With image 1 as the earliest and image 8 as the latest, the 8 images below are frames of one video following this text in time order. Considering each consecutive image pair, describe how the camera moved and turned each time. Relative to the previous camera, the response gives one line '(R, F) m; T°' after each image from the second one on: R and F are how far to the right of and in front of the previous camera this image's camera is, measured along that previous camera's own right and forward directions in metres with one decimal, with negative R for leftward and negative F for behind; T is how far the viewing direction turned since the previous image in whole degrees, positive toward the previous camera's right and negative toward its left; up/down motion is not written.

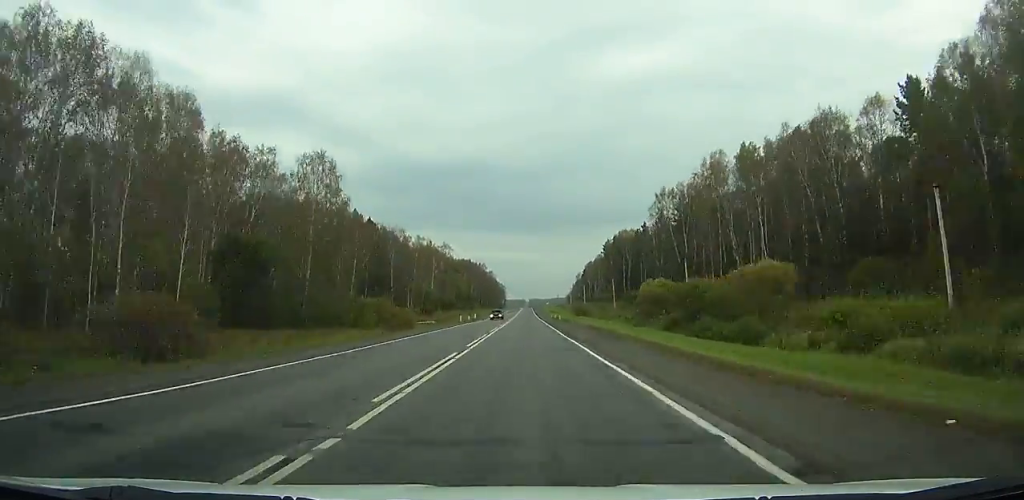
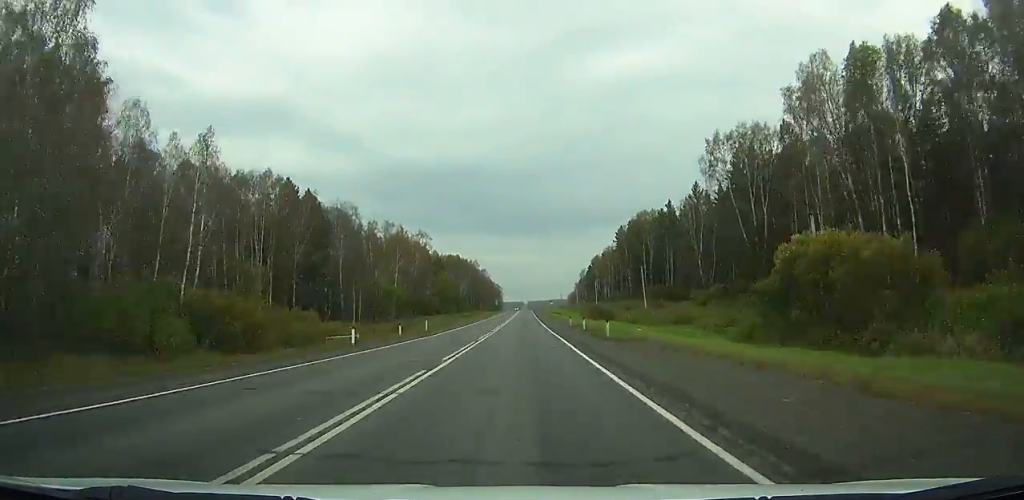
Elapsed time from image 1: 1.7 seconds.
(+0.1, +40.8) m; 0°
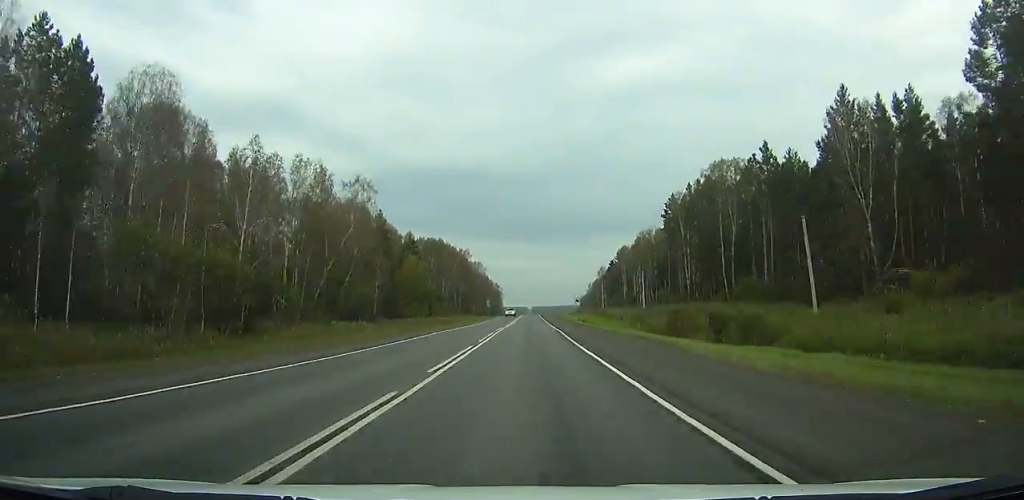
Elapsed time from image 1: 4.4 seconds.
(-0.3, +64.8) m; 0°
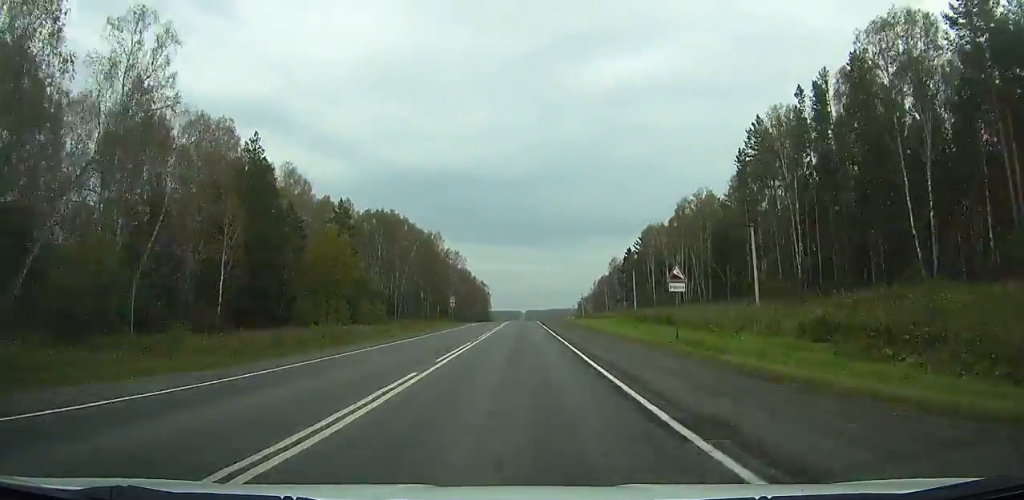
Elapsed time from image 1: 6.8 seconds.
(+0.2, +57.8) m; 0°
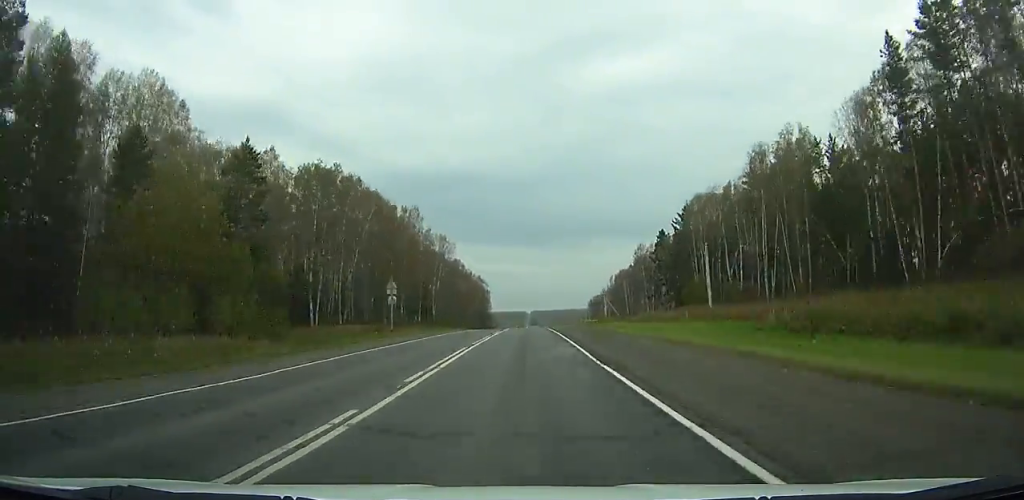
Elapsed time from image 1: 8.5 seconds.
(0.0, +41.0) m; 0°
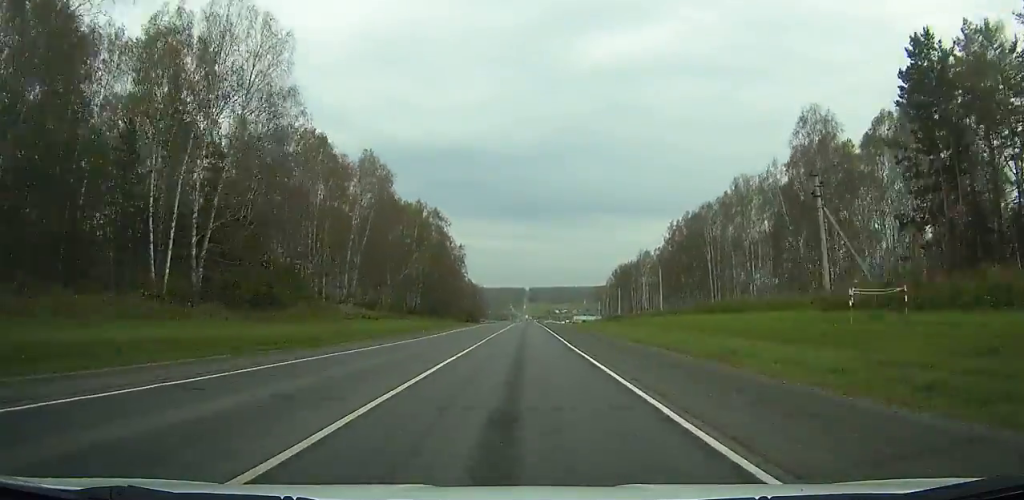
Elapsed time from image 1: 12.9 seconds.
(0.0, +106.6) m; 0°
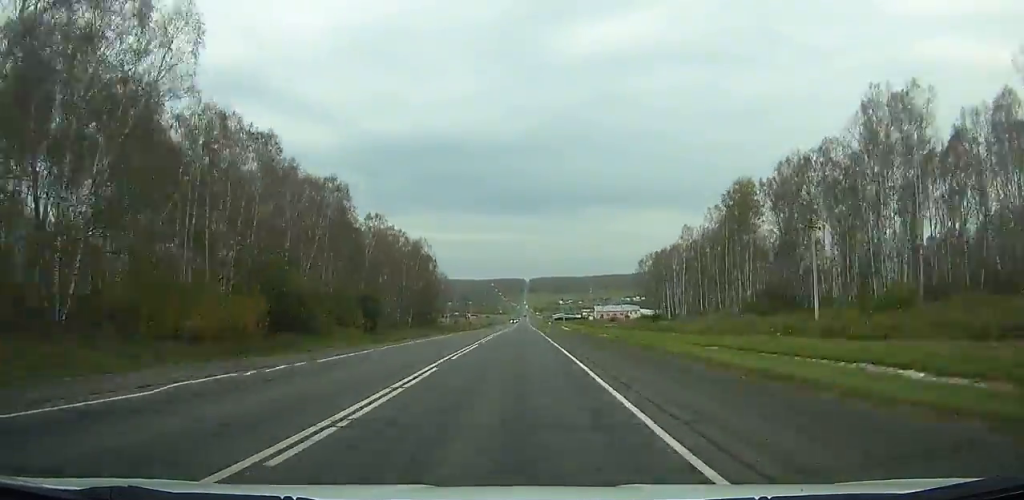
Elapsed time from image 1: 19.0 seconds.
(+0.4, +149.2) m; 0°
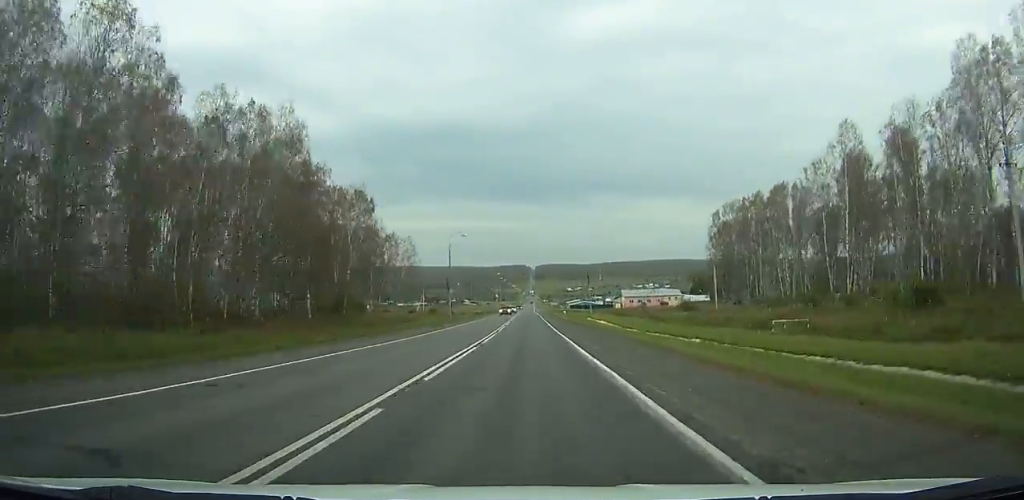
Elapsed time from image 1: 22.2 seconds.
(-0.6, +78.4) m; 0°
